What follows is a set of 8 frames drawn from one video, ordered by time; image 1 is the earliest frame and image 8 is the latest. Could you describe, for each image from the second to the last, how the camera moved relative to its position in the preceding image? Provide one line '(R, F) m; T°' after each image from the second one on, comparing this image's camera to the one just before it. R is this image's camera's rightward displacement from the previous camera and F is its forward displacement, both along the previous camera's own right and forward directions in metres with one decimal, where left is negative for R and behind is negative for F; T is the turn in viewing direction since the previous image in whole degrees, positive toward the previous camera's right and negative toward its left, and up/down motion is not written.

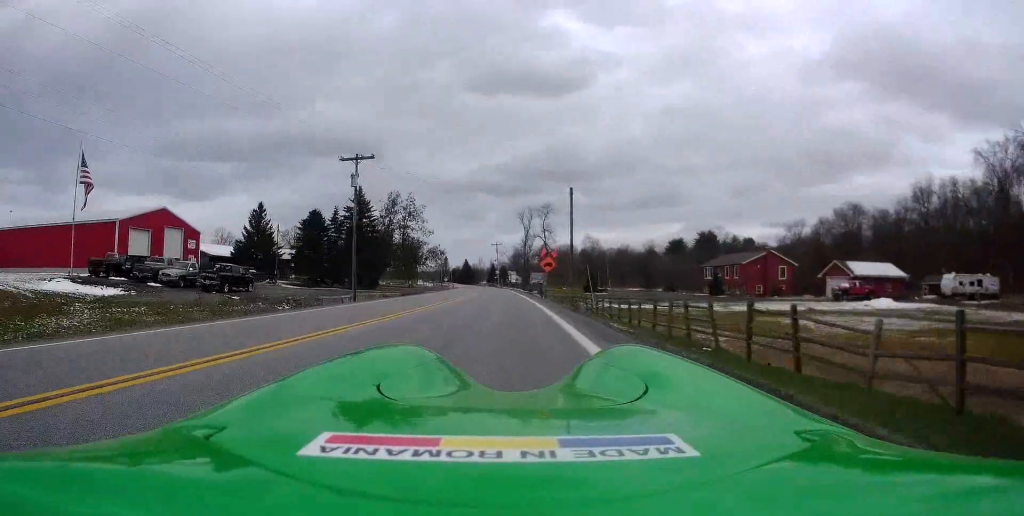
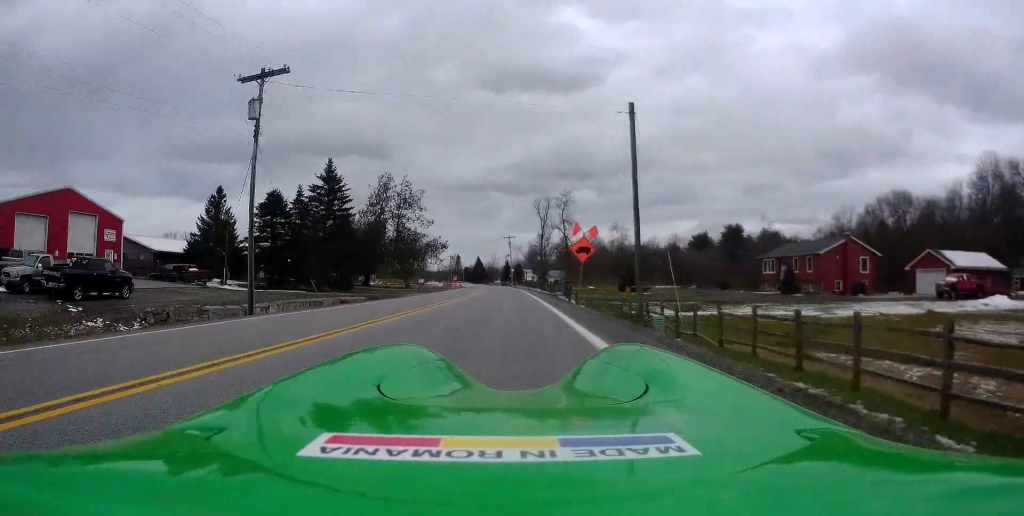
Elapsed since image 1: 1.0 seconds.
(-0.2, +16.6) m; -1°
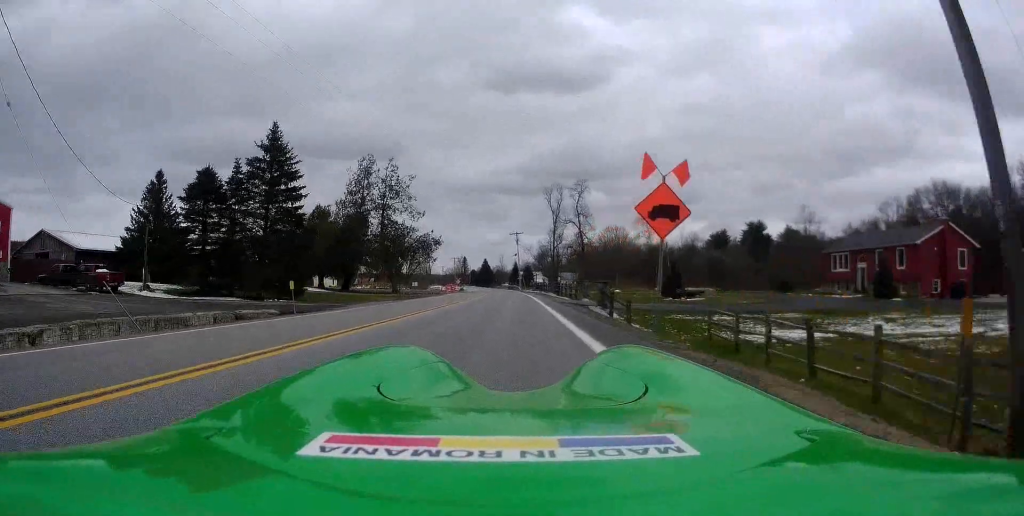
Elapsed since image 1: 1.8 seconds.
(-0.2, +15.1) m; -1°
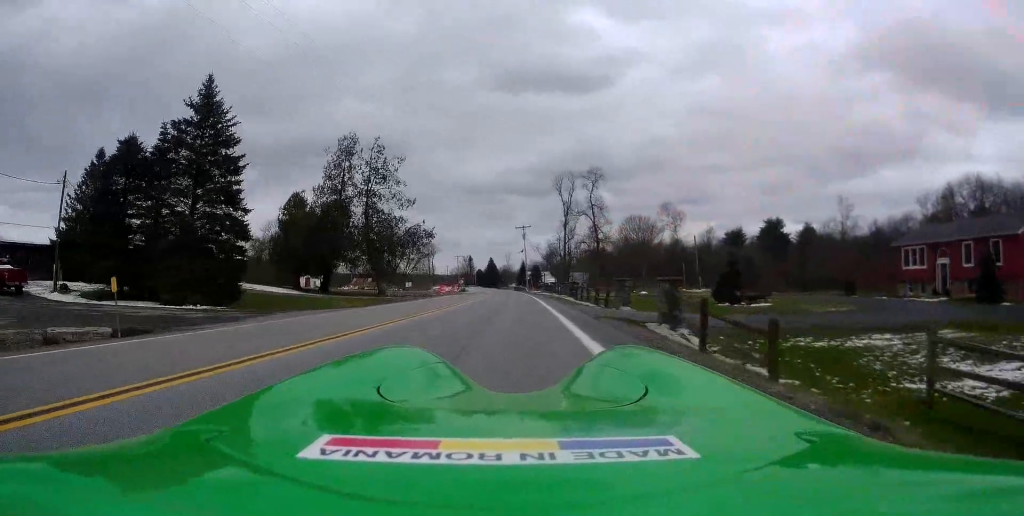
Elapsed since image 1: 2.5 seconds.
(0.0, +10.8) m; 0°
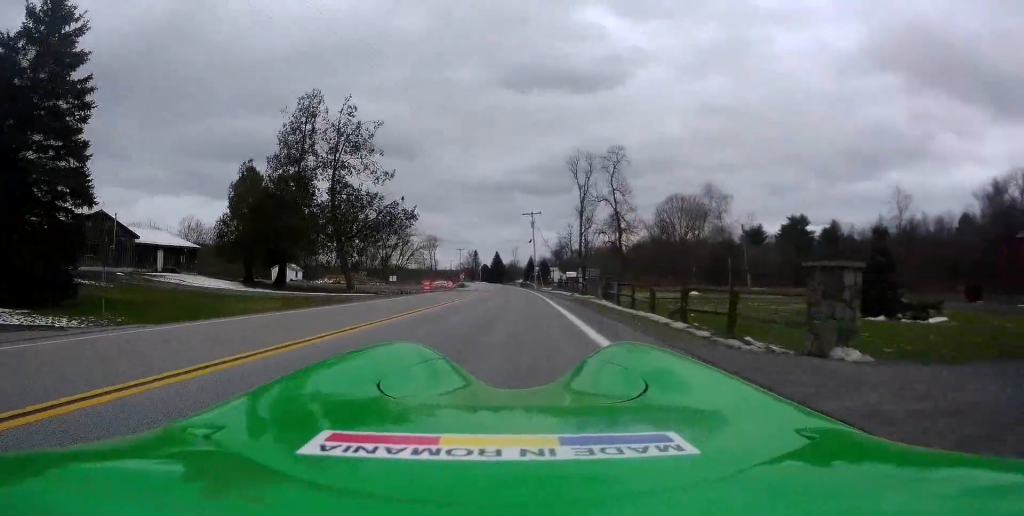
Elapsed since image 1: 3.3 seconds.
(-0.1, +14.1) m; -1°
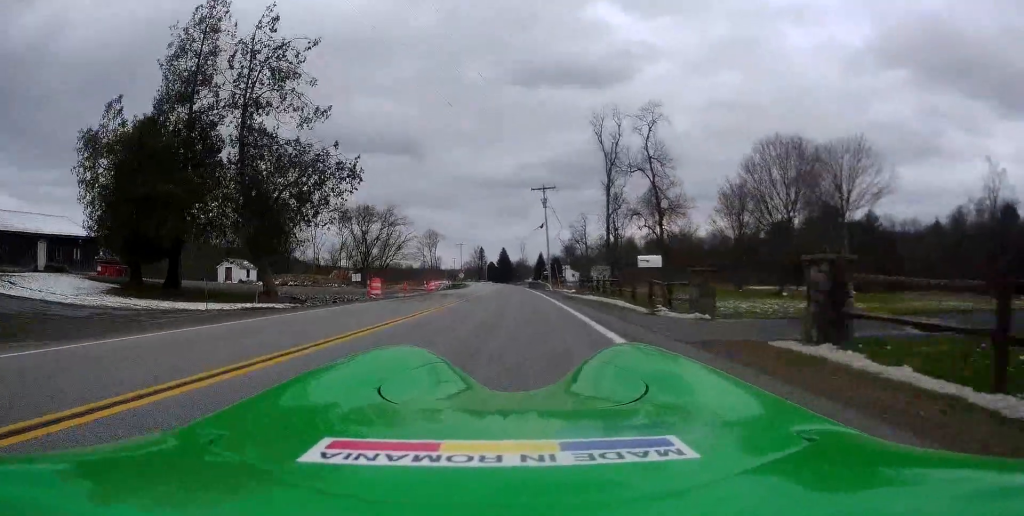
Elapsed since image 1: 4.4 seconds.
(-0.3, +19.0) m; -1°
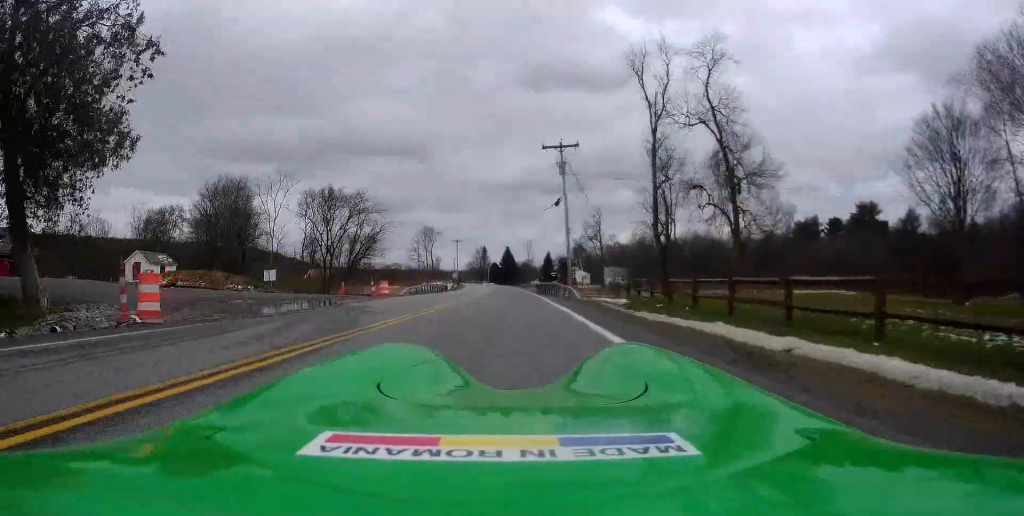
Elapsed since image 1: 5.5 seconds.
(-0.1, +19.1) m; 0°
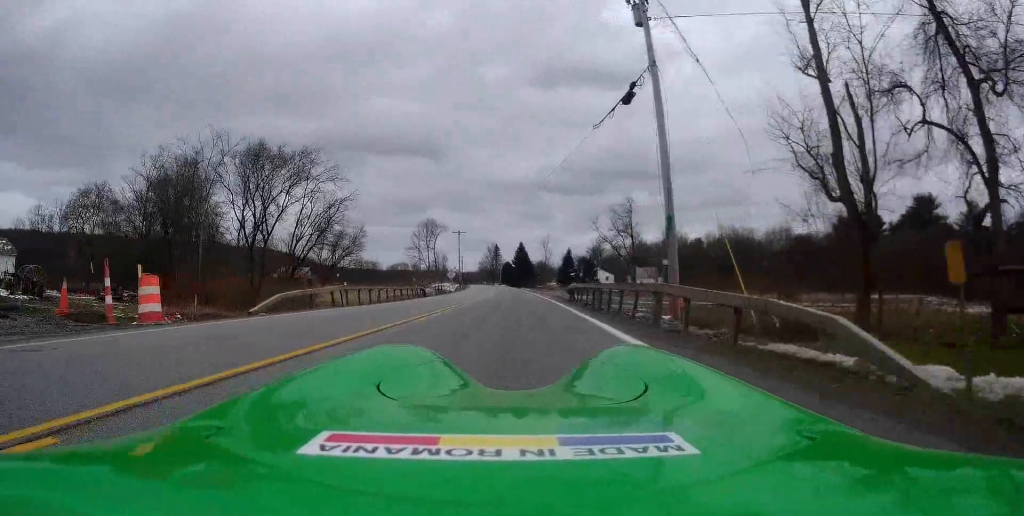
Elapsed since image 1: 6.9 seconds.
(-0.3, +22.6) m; -2°
